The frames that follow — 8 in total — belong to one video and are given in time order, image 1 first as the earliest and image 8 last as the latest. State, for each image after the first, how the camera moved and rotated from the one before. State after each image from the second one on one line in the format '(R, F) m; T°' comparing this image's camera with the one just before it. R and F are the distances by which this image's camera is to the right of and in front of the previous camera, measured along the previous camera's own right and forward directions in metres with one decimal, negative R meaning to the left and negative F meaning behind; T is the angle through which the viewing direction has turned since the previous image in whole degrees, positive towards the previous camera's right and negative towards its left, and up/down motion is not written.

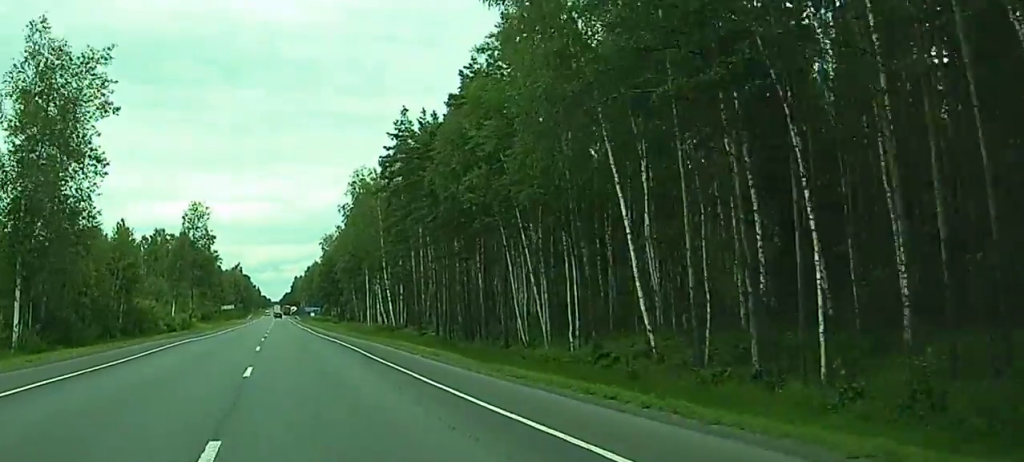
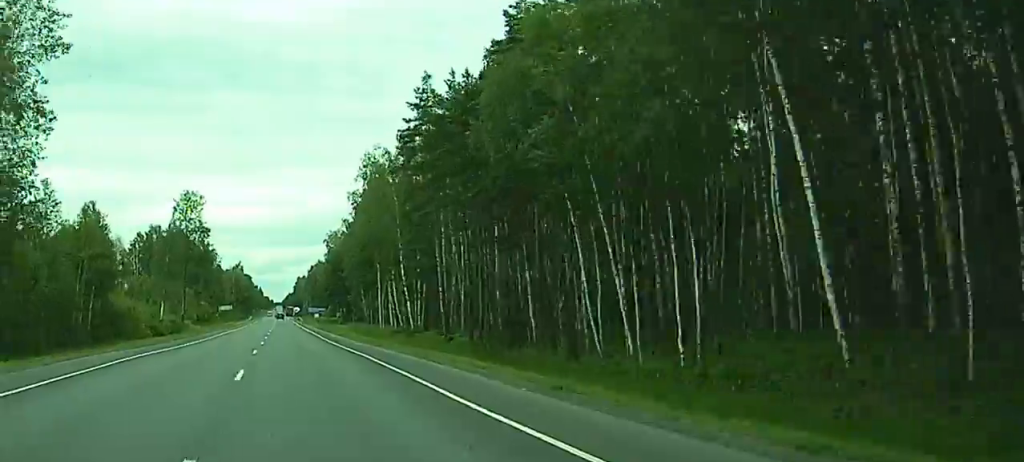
(0.0, +12.5) m; 0°
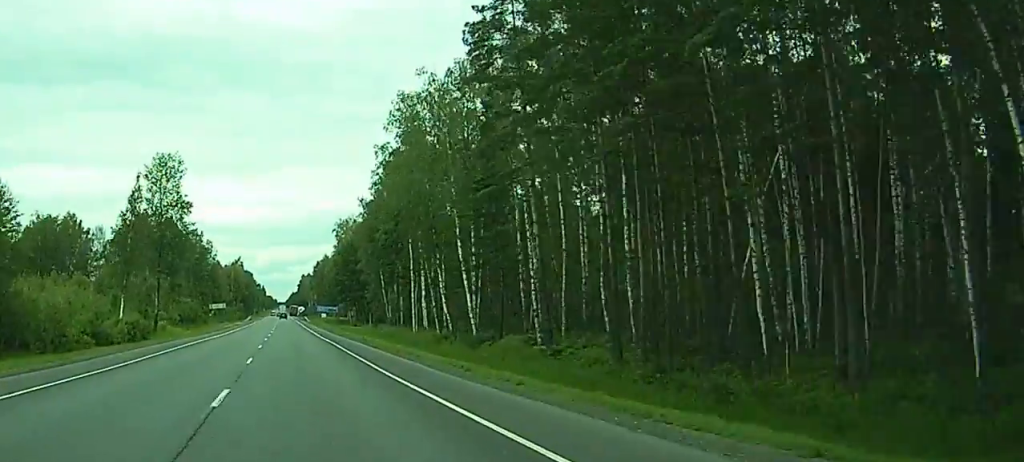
(+0.1, +28.7) m; 0°
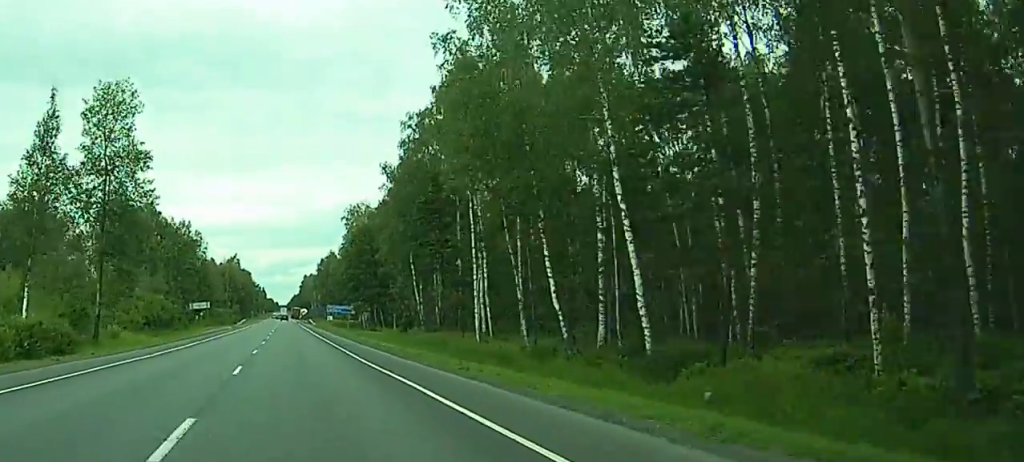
(+0.1, +32.7) m; 0°
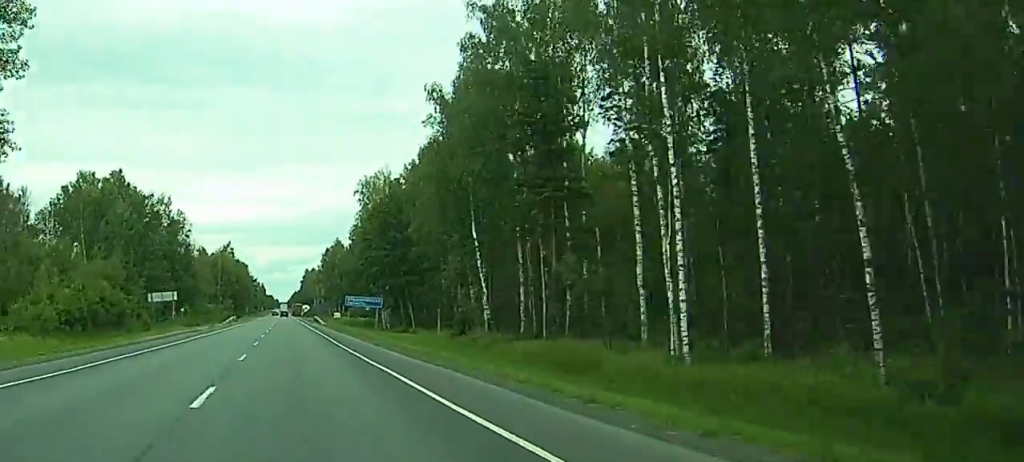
(0.0, +34.9) m; 0°
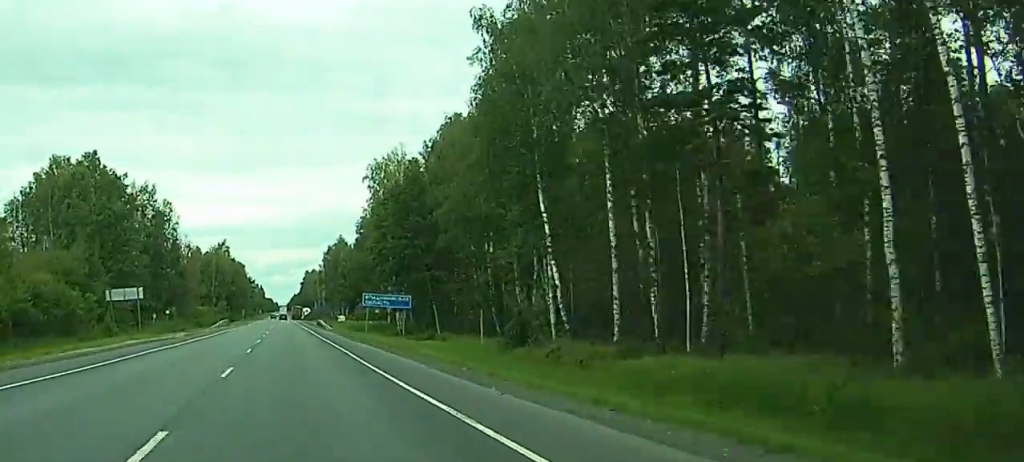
(+0.1, +18.3) m; 0°
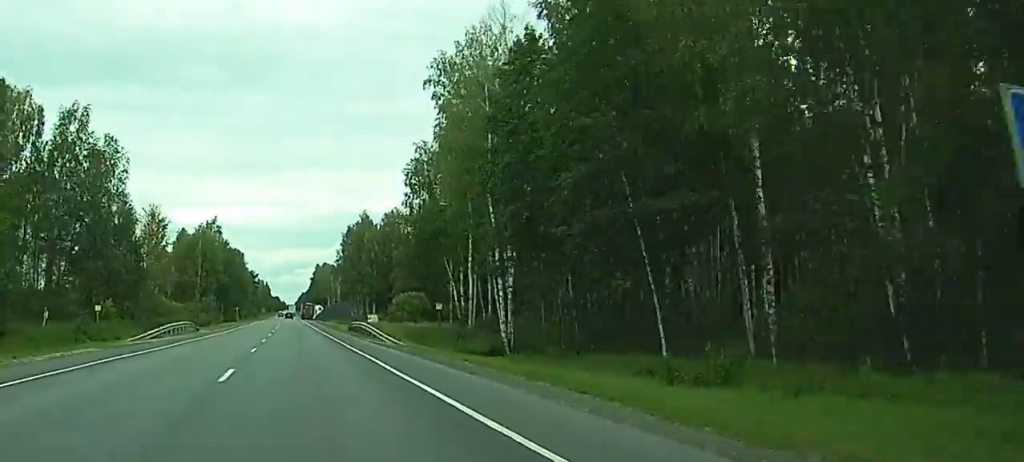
(-0.4, +51.3) m; -1°
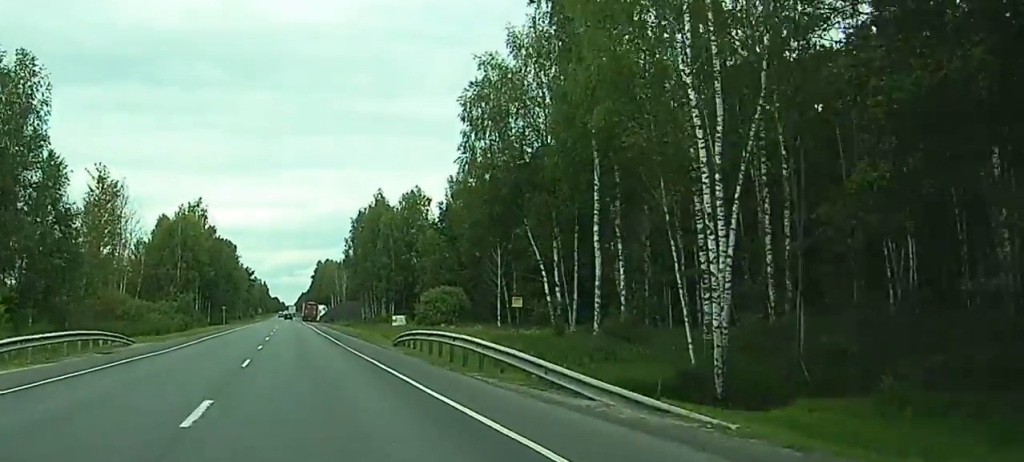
(-0.2, +29.9) m; -1°
